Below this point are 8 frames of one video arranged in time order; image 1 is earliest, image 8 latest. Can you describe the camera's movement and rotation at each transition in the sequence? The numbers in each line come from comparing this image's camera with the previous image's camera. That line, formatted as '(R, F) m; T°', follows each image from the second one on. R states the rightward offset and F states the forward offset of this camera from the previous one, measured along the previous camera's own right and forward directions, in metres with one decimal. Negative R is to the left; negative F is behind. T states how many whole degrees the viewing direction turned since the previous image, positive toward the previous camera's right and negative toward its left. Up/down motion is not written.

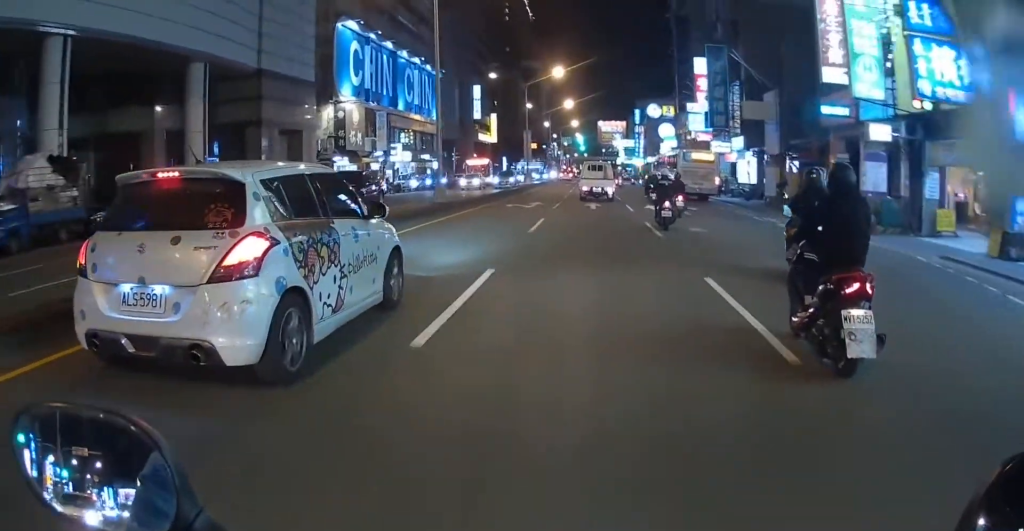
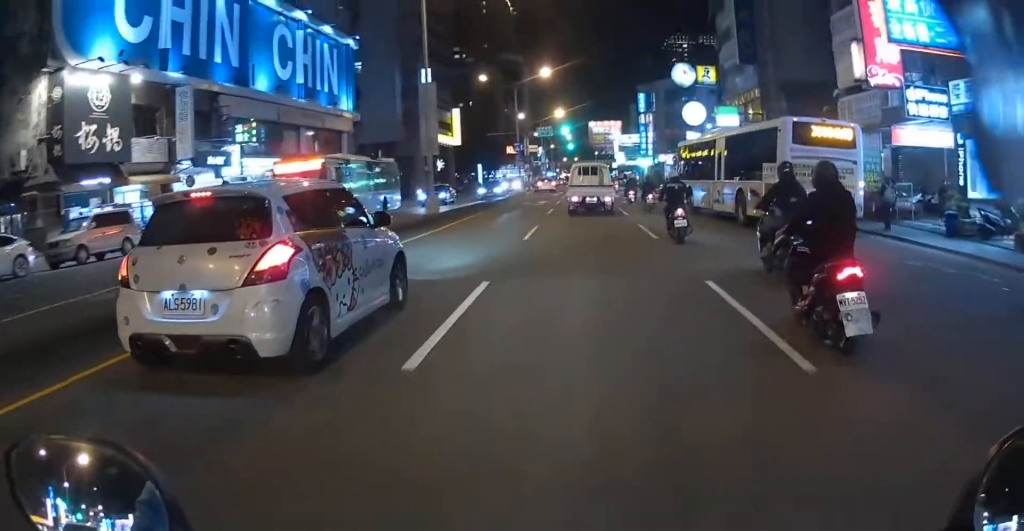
(-1.1, +32.1) m; -3°
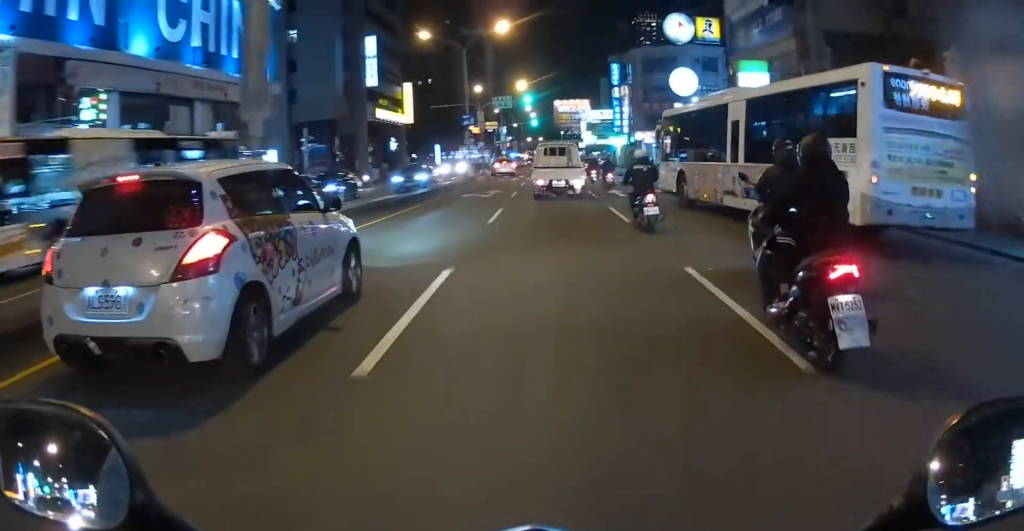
(0.0, +11.2) m; 0°
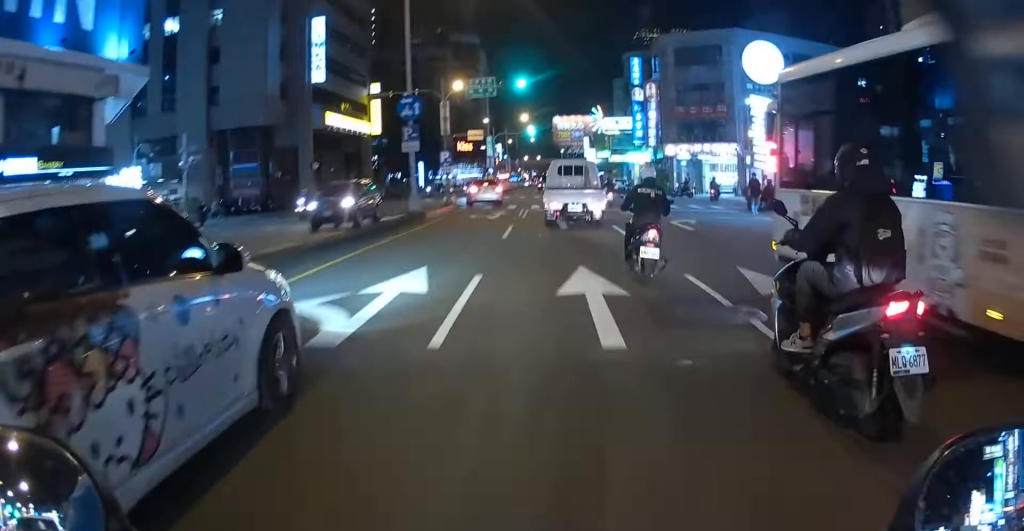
(+0.2, +19.9) m; -1°
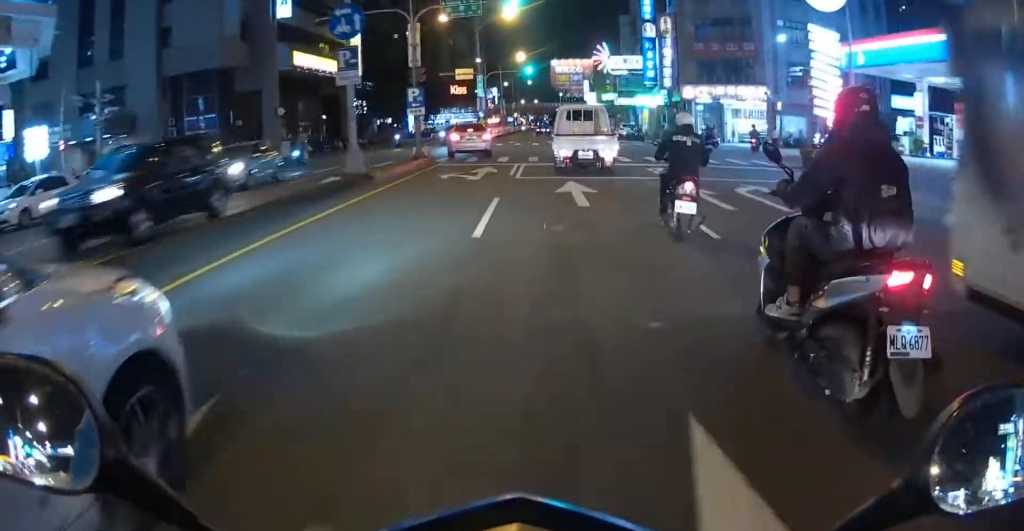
(-0.2, +8.0) m; 0°
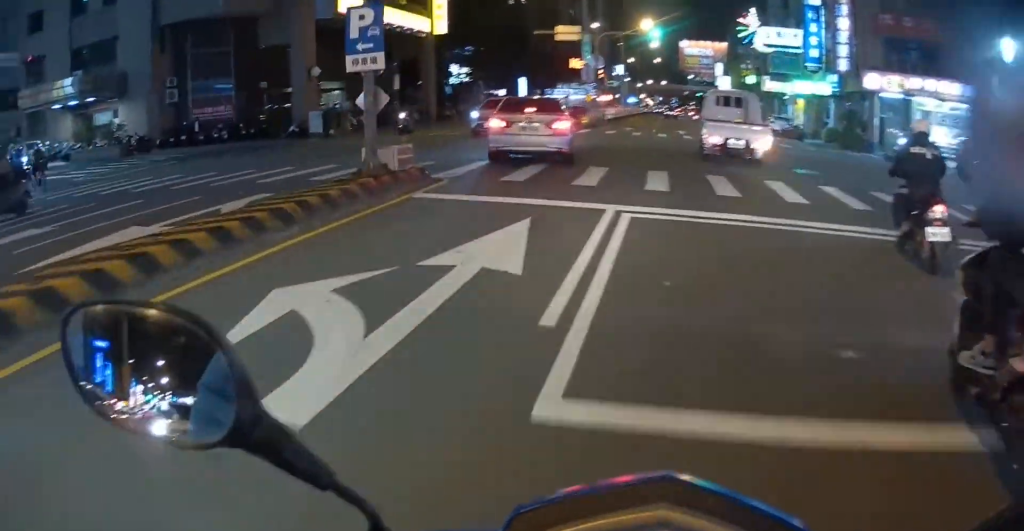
(0.0, +14.4) m; +2°
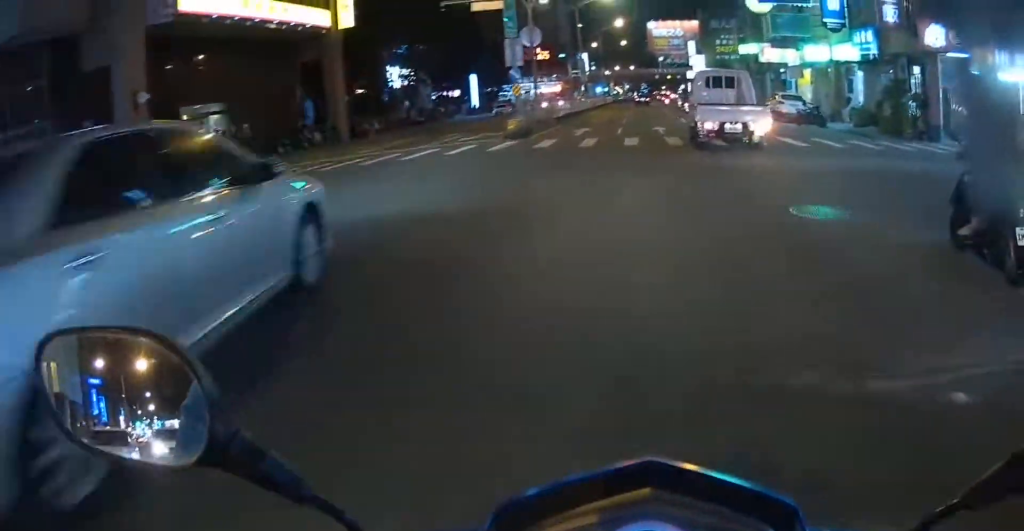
(+0.4, +11.6) m; +2°
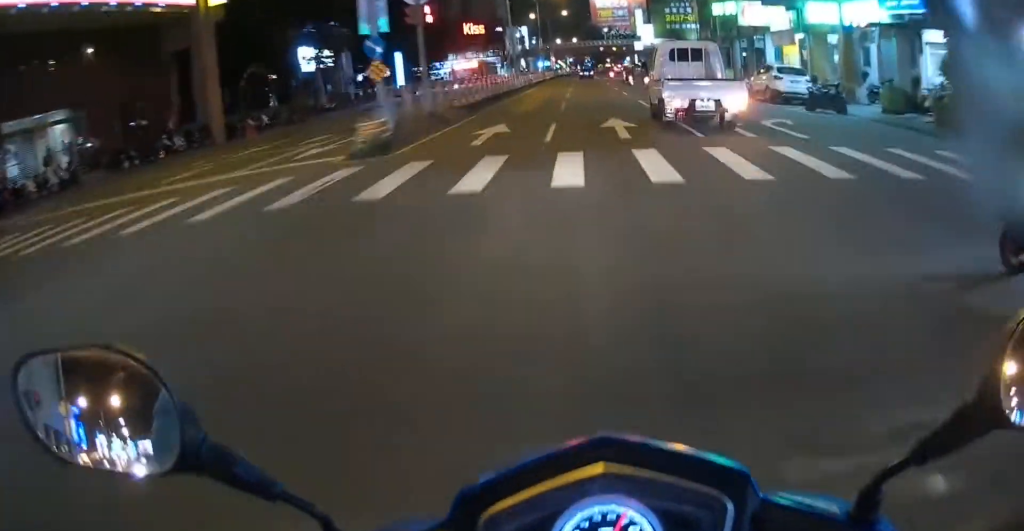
(-0.1, +8.7) m; +1°
